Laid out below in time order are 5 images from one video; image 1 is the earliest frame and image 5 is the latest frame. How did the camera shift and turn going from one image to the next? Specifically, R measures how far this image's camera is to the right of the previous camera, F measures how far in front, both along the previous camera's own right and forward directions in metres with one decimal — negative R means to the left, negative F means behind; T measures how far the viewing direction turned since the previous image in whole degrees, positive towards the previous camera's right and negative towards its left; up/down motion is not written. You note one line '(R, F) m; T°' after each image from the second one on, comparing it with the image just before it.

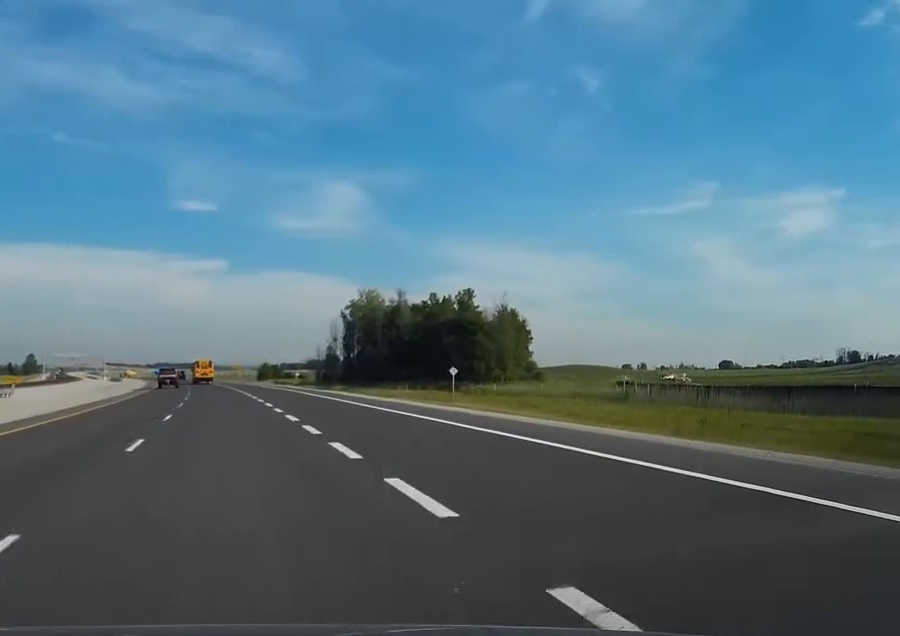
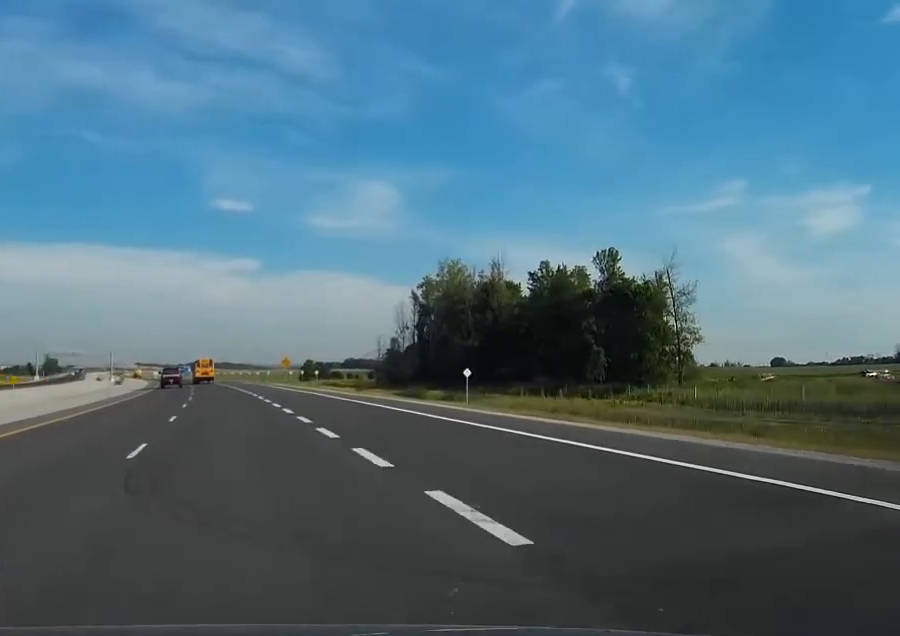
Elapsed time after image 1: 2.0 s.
(-0.9, +60.8) m; -2°
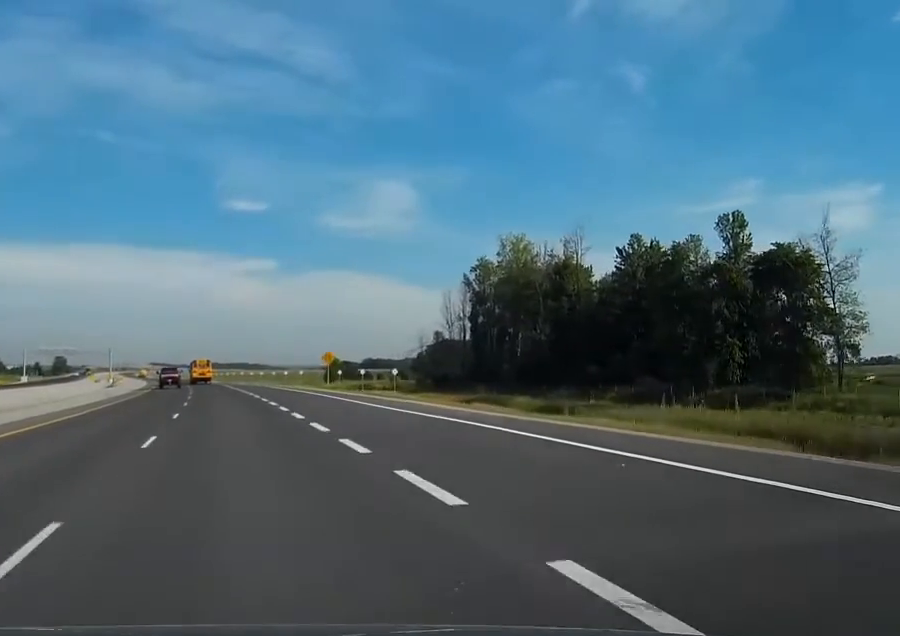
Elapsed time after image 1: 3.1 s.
(-0.3, +33.4) m; -1°
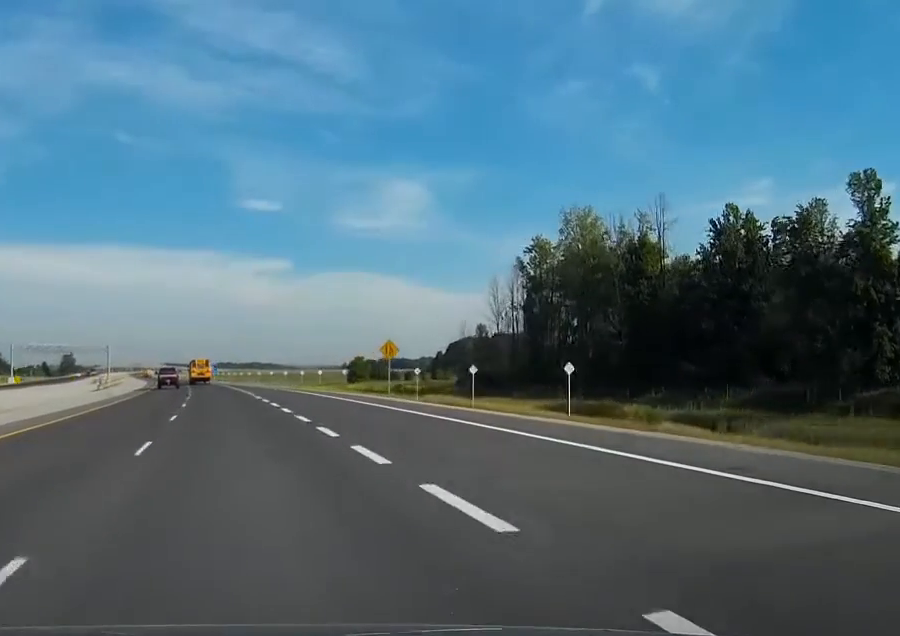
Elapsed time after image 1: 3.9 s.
(-0.2, +25.3) m; -1°
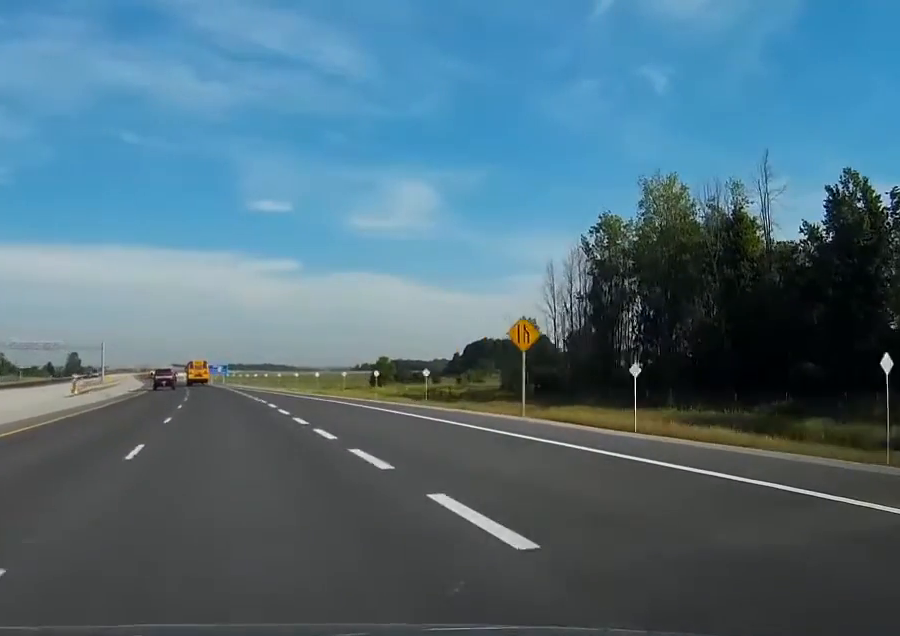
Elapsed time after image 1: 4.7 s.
(-0.2, +24.3) m; -1°
